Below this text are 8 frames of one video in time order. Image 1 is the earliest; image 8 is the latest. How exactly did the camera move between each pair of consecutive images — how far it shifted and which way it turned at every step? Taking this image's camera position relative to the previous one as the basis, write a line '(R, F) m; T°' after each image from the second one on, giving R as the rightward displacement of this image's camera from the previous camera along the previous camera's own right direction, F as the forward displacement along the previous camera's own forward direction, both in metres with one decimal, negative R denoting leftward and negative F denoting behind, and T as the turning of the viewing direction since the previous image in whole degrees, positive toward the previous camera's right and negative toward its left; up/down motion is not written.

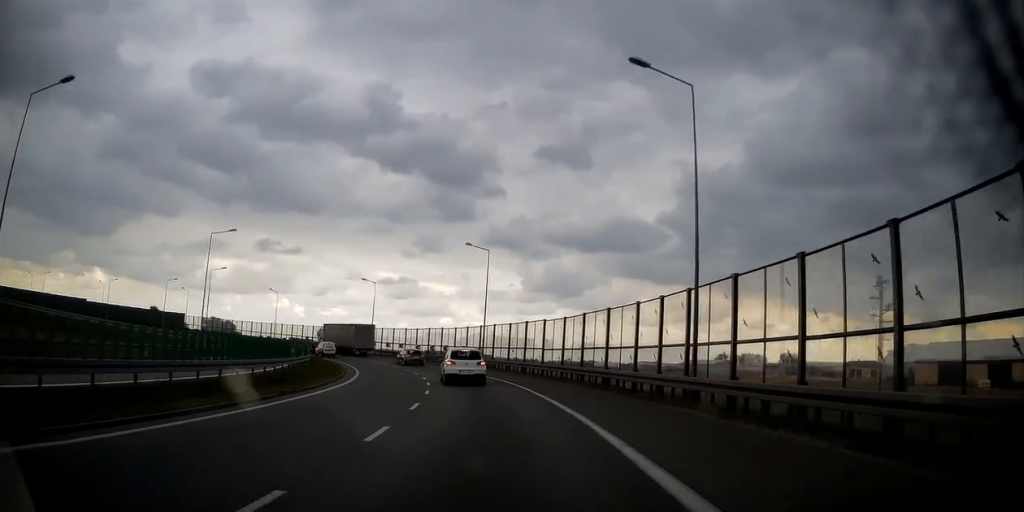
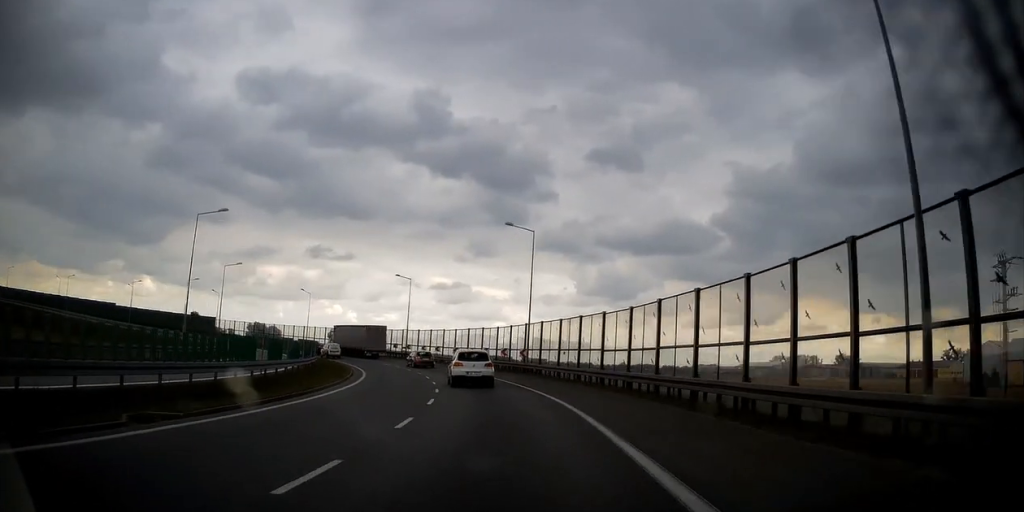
(-0.3, +9.8) m; -4°
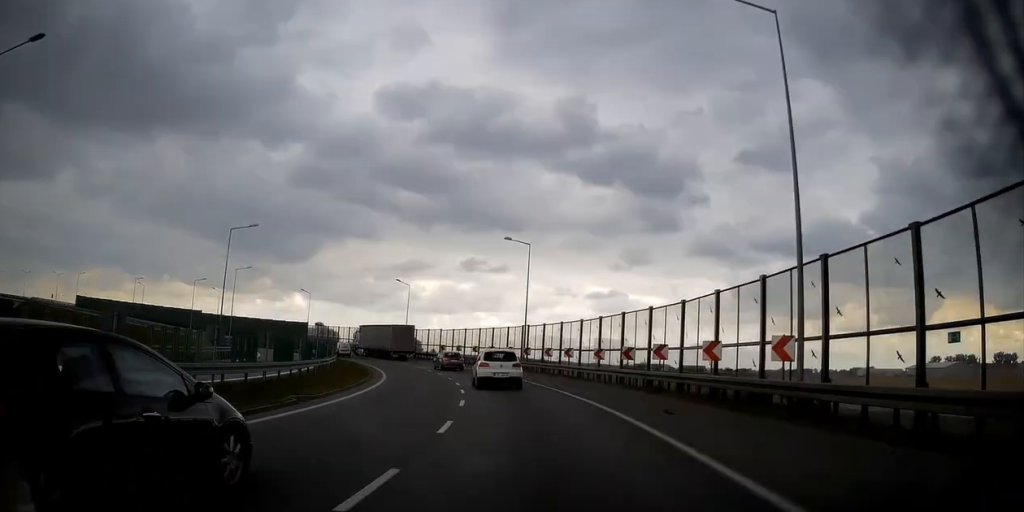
(-3.9, +29.6) m; -15°
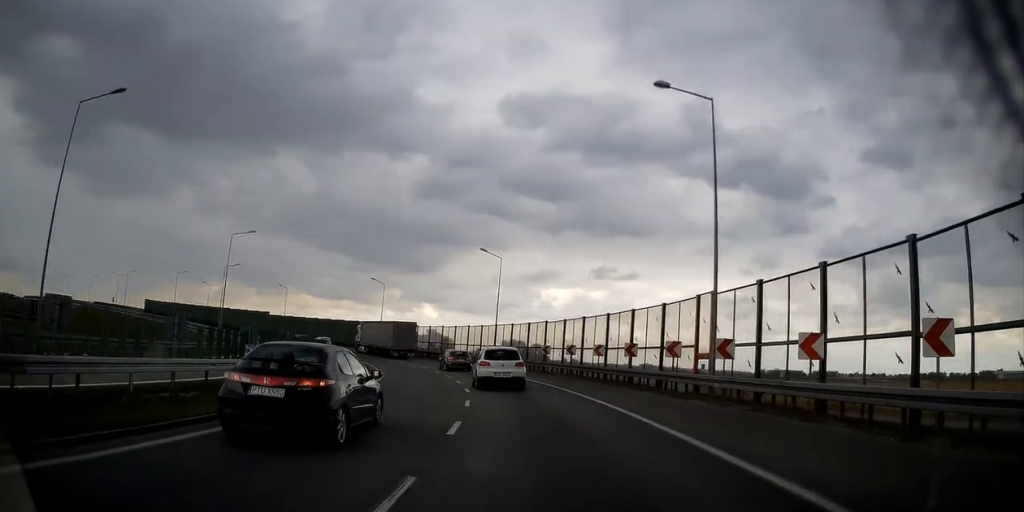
(-3.4, +29.4) m; -13°
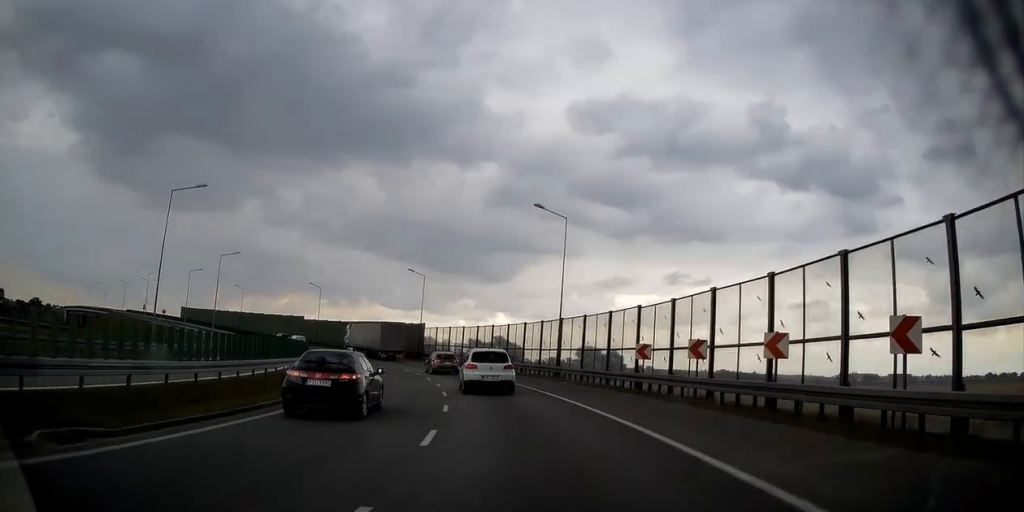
(-1.4, +18.5) m; -8°
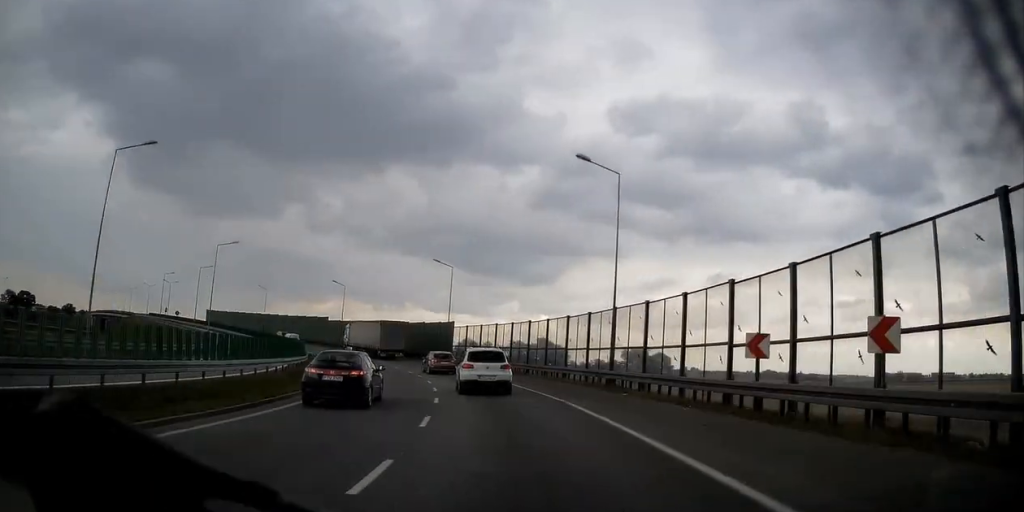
(-0.5, +9.4) m; -4°
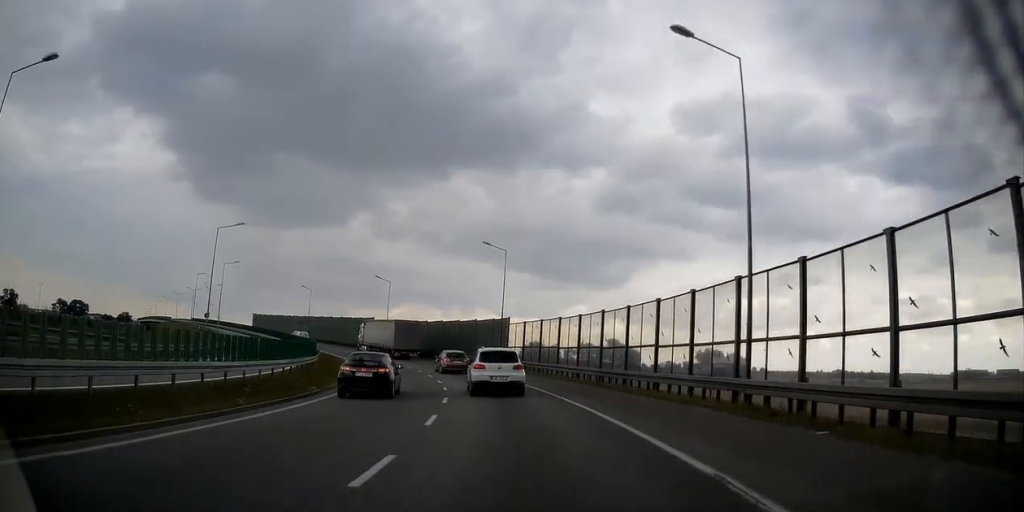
(-0.4, +11.7) m; -5°
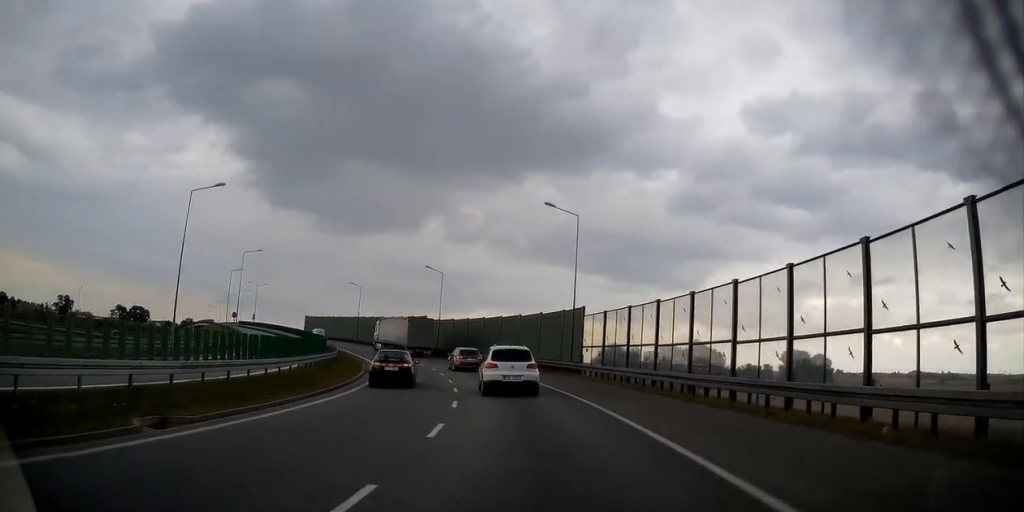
(-0.6, +13.9) m; -7°
